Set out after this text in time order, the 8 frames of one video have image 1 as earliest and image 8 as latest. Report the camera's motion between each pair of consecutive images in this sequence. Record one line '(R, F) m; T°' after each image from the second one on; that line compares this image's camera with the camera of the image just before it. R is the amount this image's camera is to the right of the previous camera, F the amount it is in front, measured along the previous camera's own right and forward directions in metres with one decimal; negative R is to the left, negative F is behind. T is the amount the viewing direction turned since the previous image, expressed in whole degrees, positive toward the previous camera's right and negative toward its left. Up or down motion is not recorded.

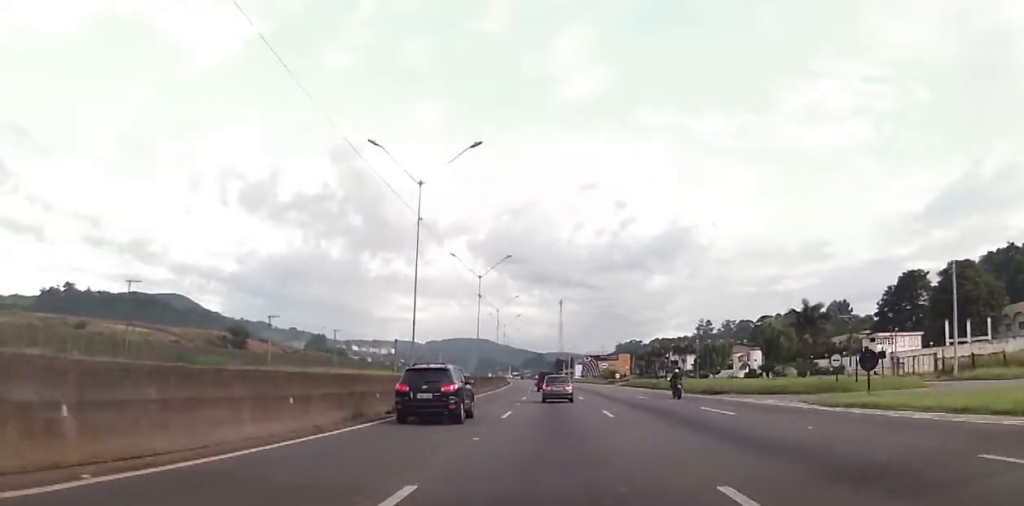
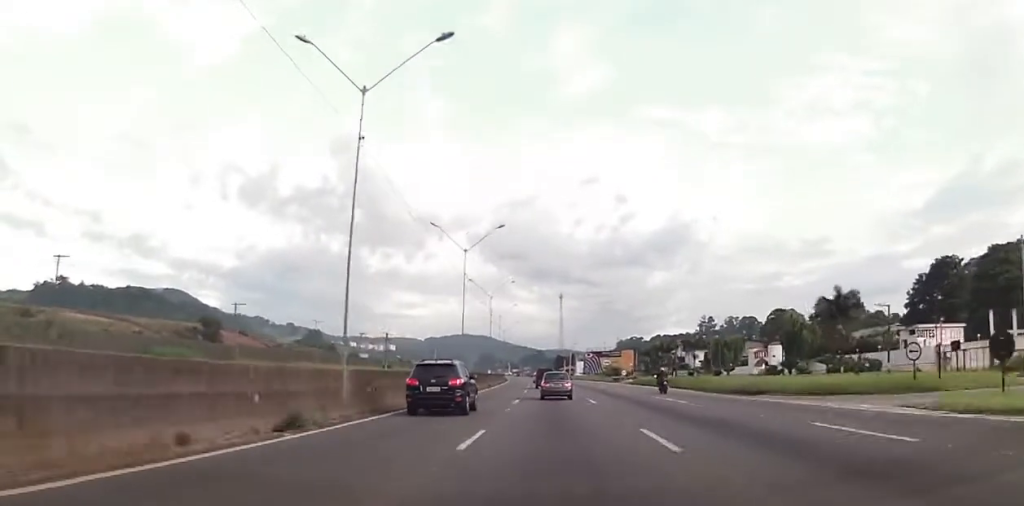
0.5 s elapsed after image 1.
(+0.1, +10.8) m; 0°
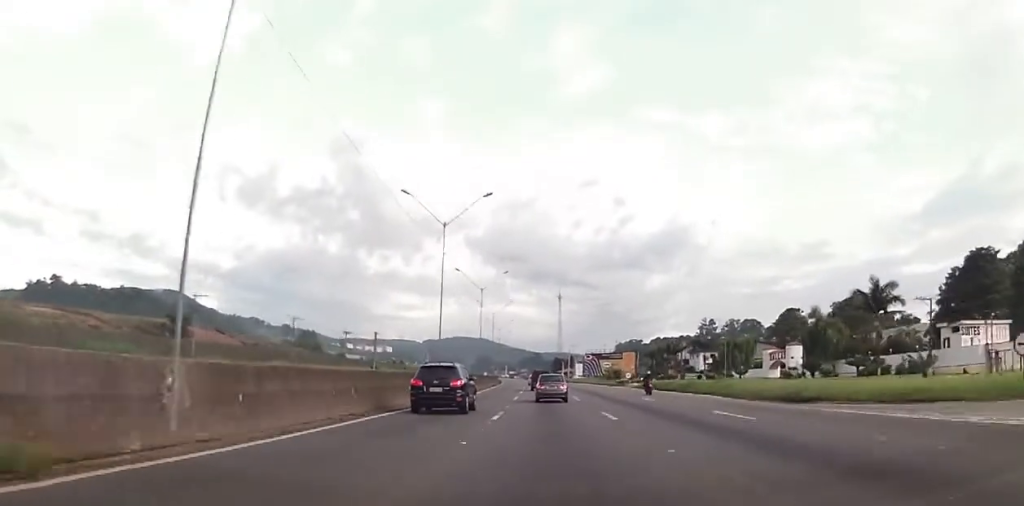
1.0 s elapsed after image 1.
(+0.1, +10.0) m; 0°
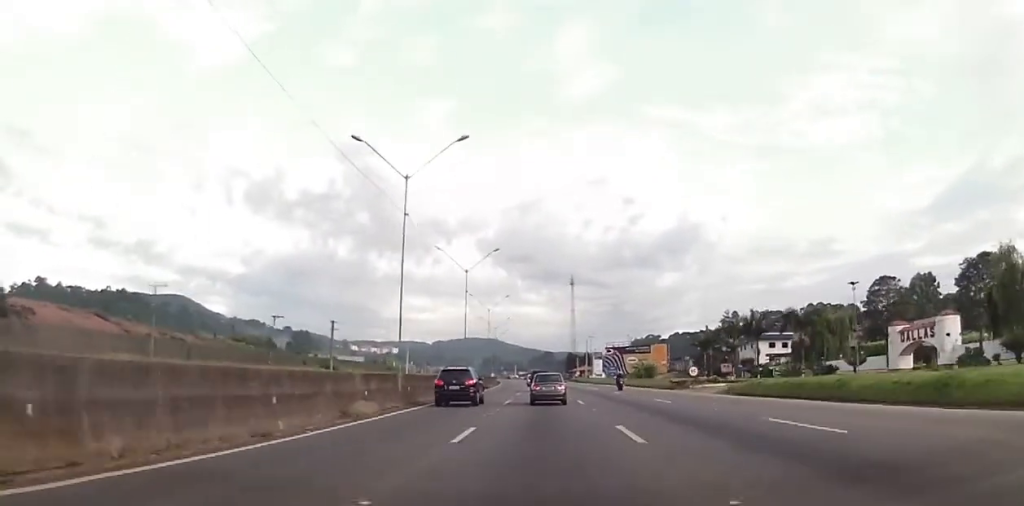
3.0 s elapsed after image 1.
(0.0, +42.9) m; -1°
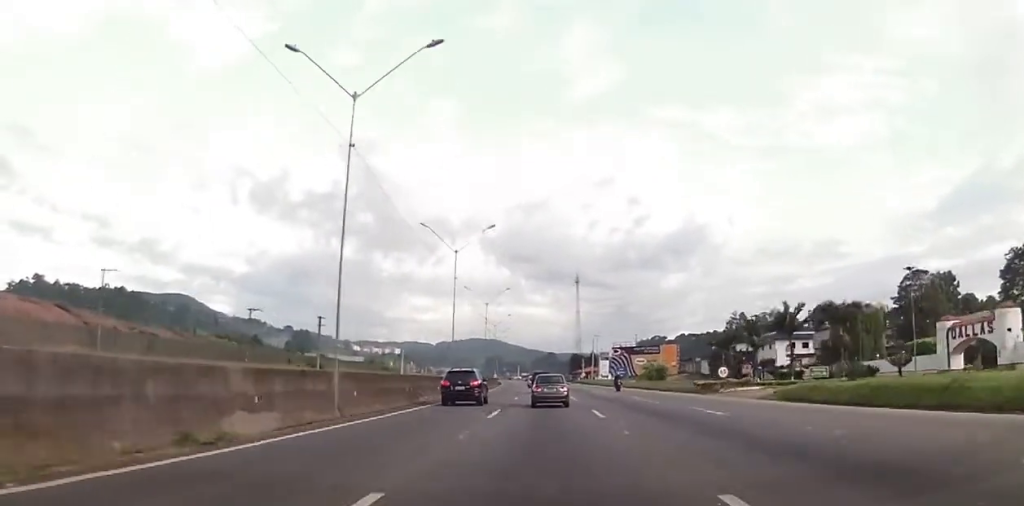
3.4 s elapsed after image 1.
(-0.3, +10.0) m; 0°
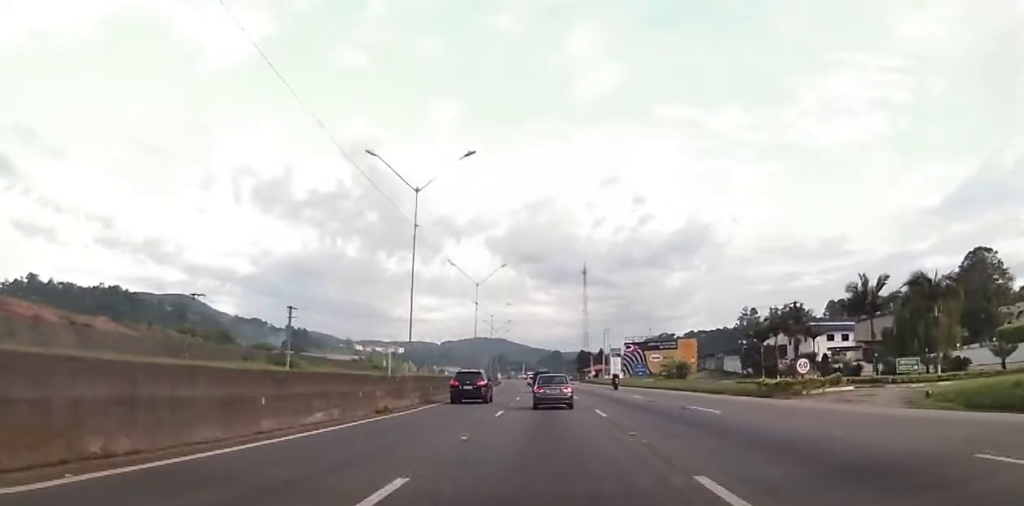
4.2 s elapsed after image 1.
(-0.3, +17.1) m; 0°
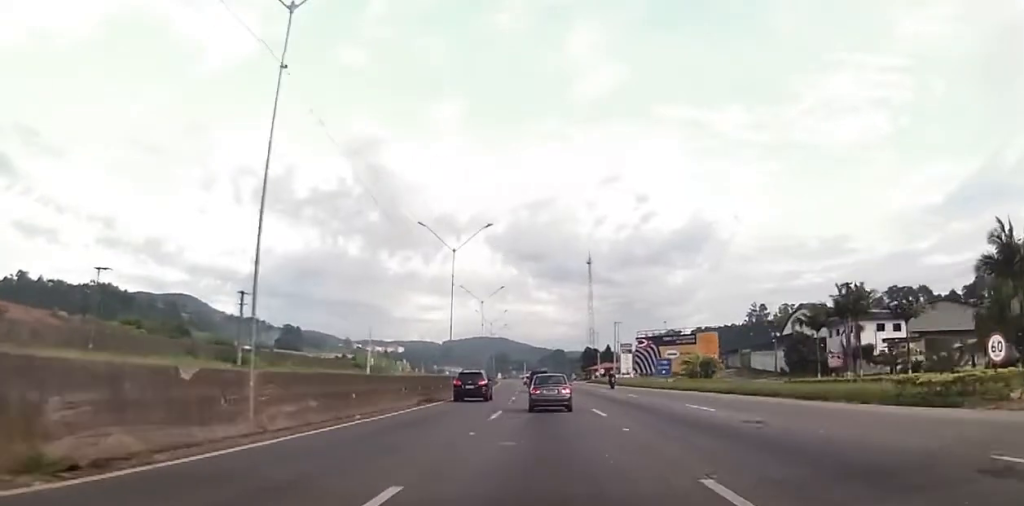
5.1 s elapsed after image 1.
(+0.3, +18.5) m; +1°
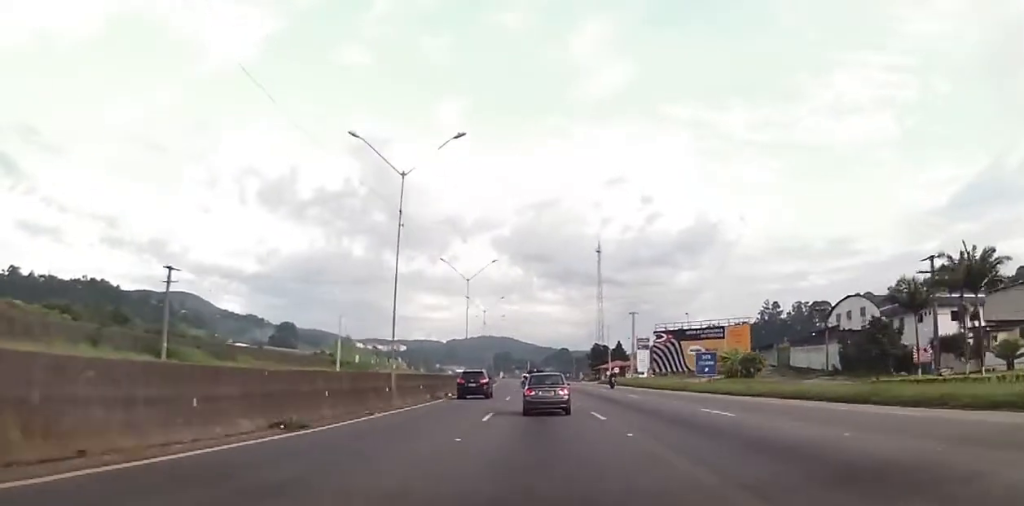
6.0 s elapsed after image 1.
(0.0, +19.9) m; -1°
